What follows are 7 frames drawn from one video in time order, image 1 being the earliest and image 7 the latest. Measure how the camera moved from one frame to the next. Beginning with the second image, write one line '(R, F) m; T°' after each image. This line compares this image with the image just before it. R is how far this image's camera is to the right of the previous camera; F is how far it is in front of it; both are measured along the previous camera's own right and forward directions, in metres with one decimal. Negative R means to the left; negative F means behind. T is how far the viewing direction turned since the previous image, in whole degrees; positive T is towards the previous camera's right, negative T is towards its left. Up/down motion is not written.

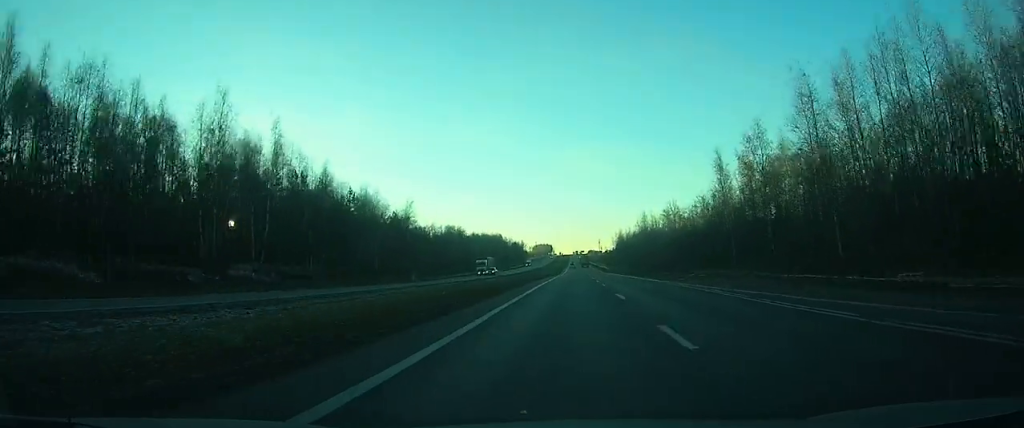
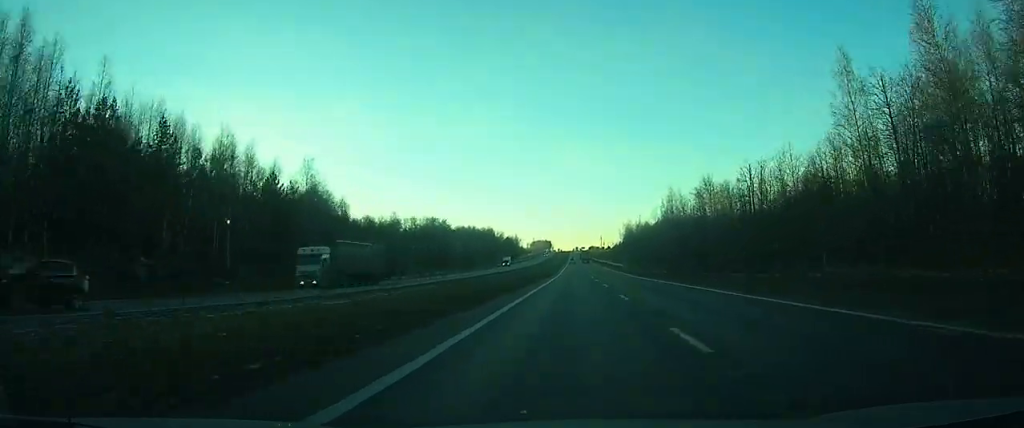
(0.0, +42.4) m; 0°
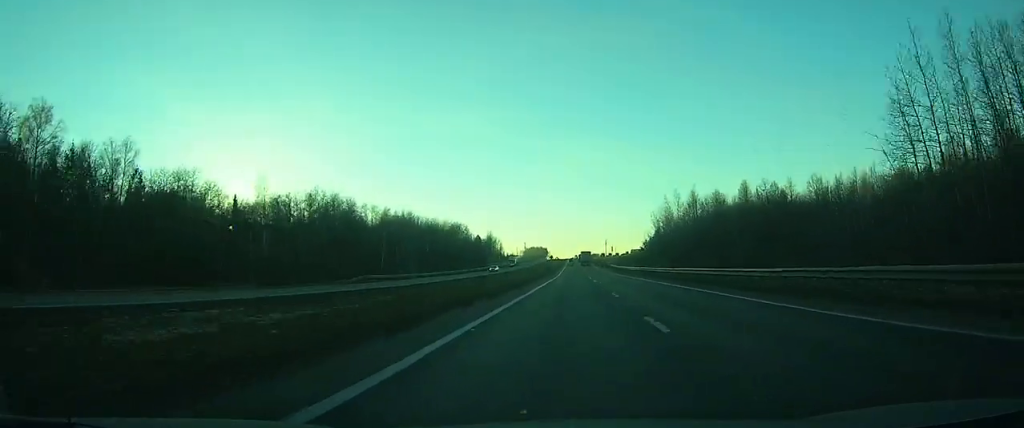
(+0.6, +97.1) m; 0°
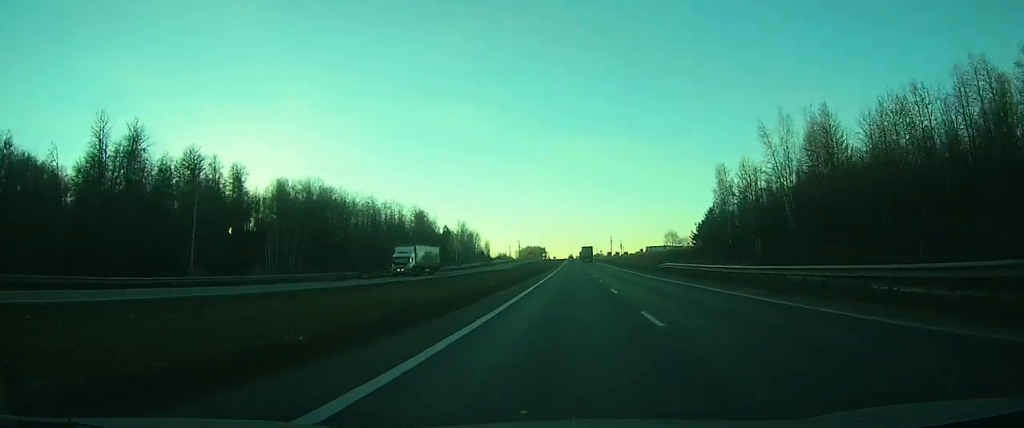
(-0.2, +63.8) m; 0°
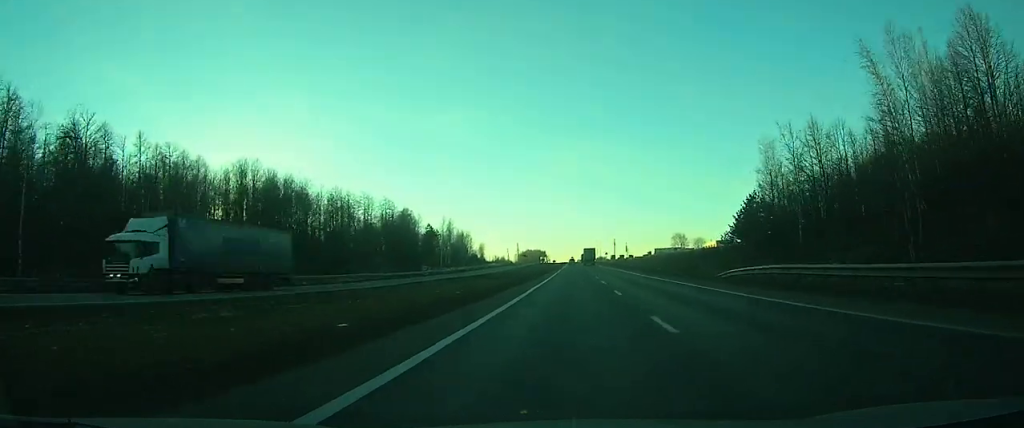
(0.0, +23.9) m; 0°
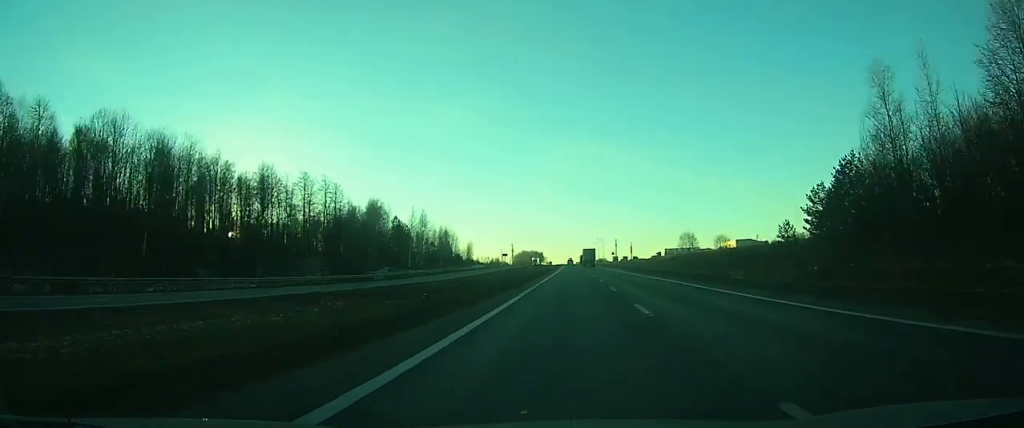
(0.0, +34.7) m; 0°
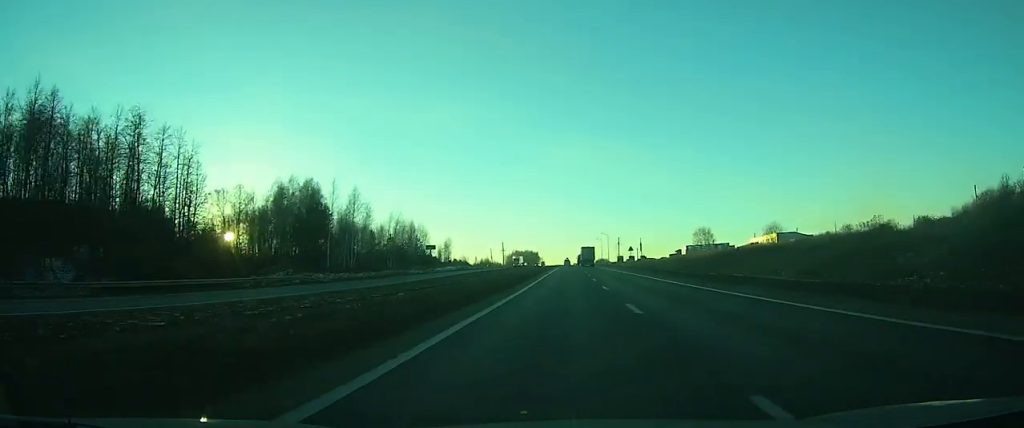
(+0.1, +53.7) m; 0°
